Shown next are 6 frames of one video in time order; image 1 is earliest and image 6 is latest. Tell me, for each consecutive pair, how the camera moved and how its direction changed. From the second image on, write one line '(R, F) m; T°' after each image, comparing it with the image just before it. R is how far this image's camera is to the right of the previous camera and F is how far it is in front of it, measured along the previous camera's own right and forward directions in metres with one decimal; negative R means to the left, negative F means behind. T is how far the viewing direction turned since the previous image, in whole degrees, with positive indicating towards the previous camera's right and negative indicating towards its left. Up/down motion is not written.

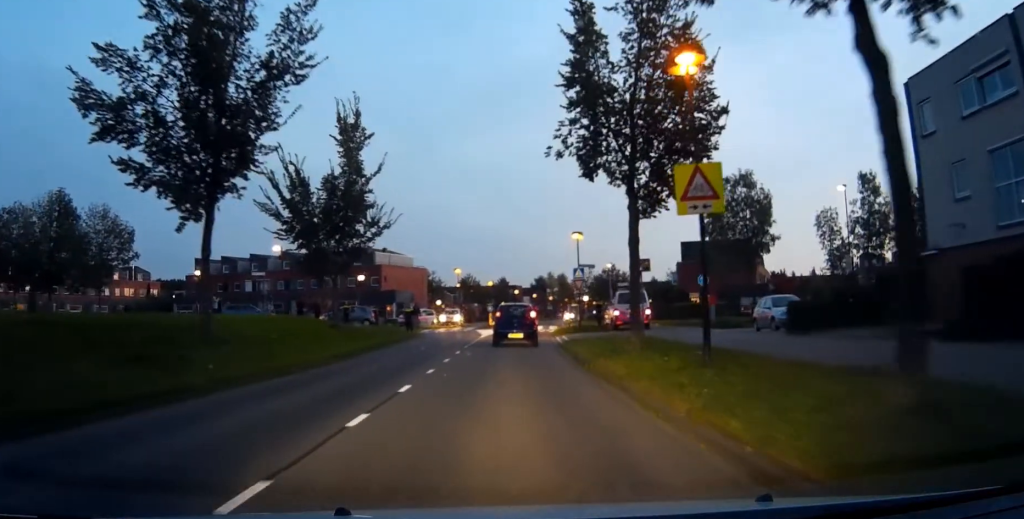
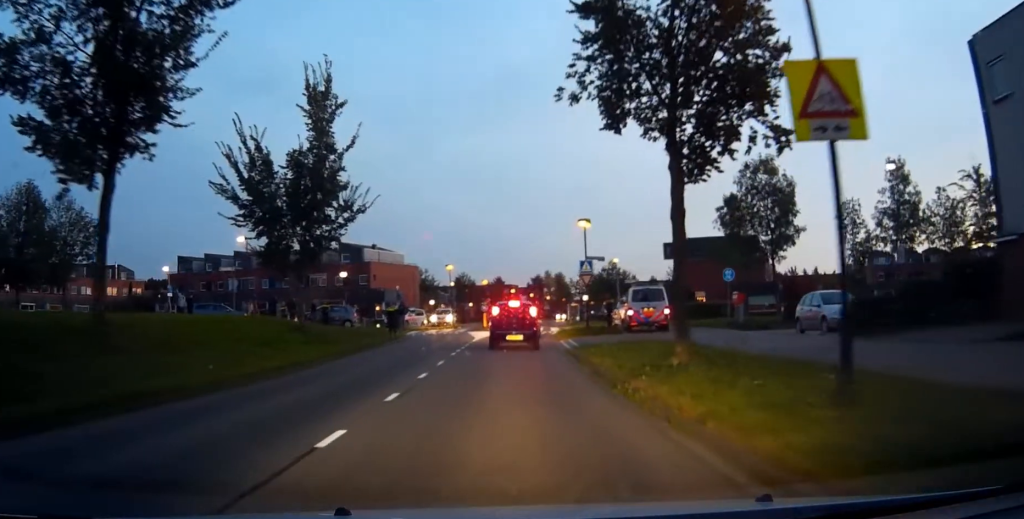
(+0.1, +5.1) m; +1°
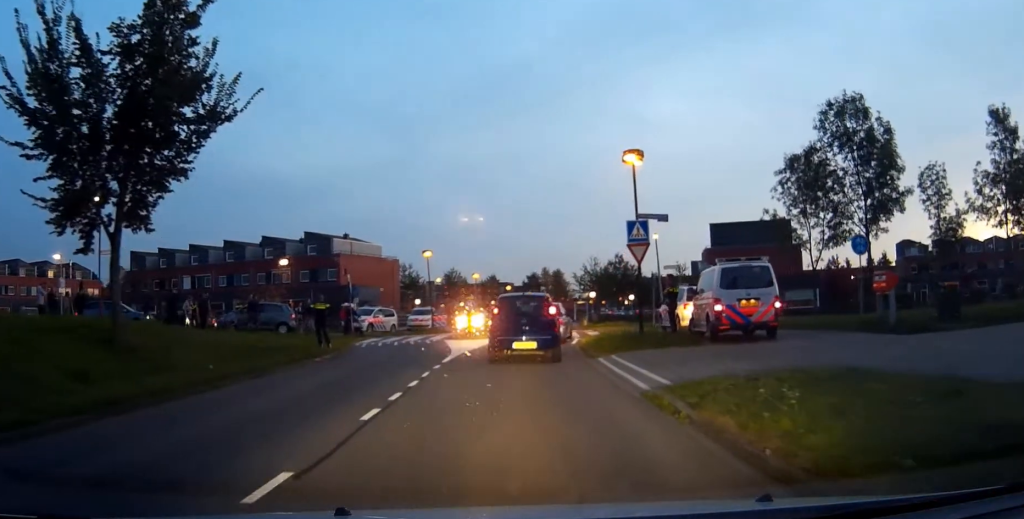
(+0.1, +13.1) m; 0°
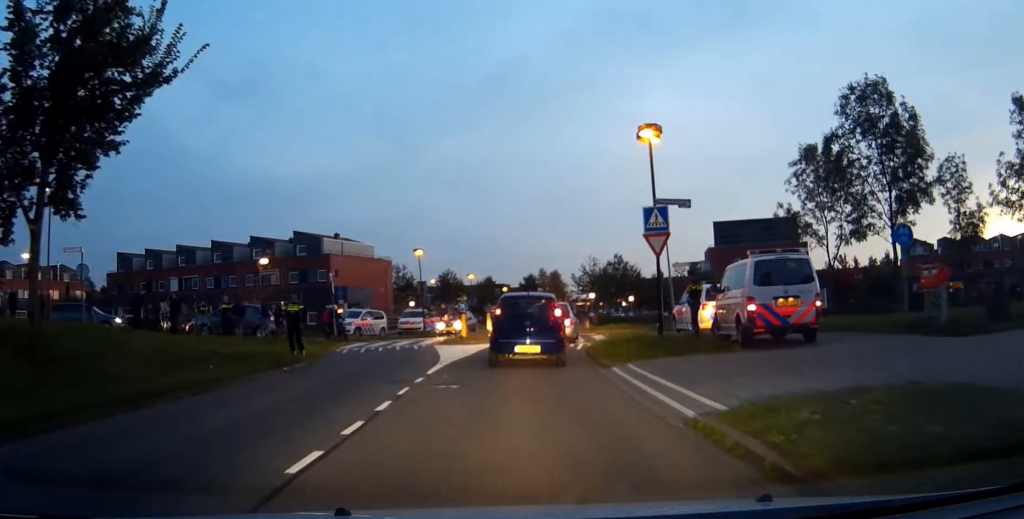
(0.0, +2.8) m; 0°
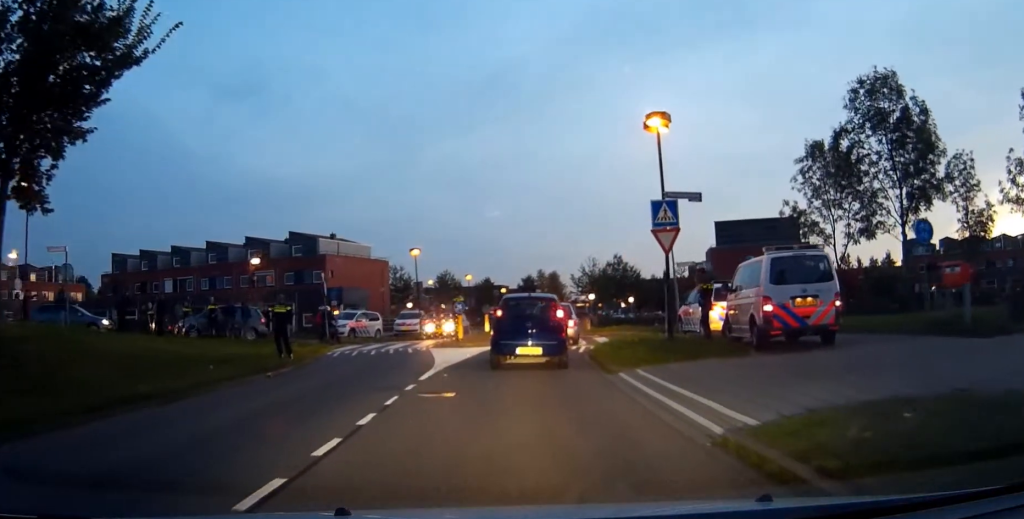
(0.0, +1.1) m; 0°
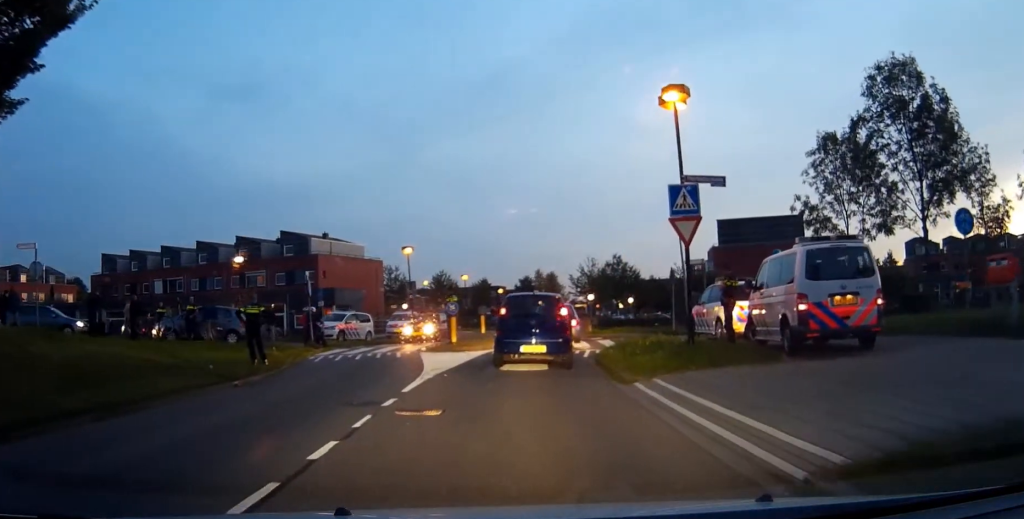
(0.0, +2.0) m; +1°
